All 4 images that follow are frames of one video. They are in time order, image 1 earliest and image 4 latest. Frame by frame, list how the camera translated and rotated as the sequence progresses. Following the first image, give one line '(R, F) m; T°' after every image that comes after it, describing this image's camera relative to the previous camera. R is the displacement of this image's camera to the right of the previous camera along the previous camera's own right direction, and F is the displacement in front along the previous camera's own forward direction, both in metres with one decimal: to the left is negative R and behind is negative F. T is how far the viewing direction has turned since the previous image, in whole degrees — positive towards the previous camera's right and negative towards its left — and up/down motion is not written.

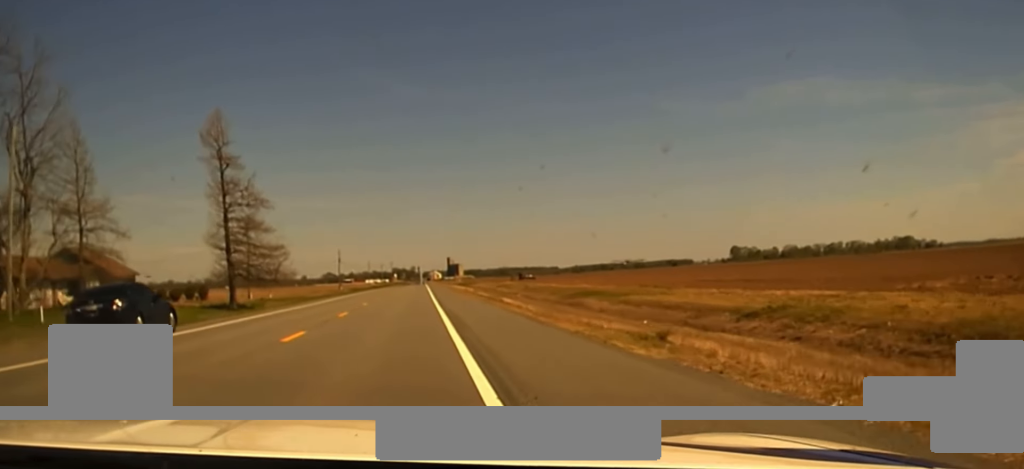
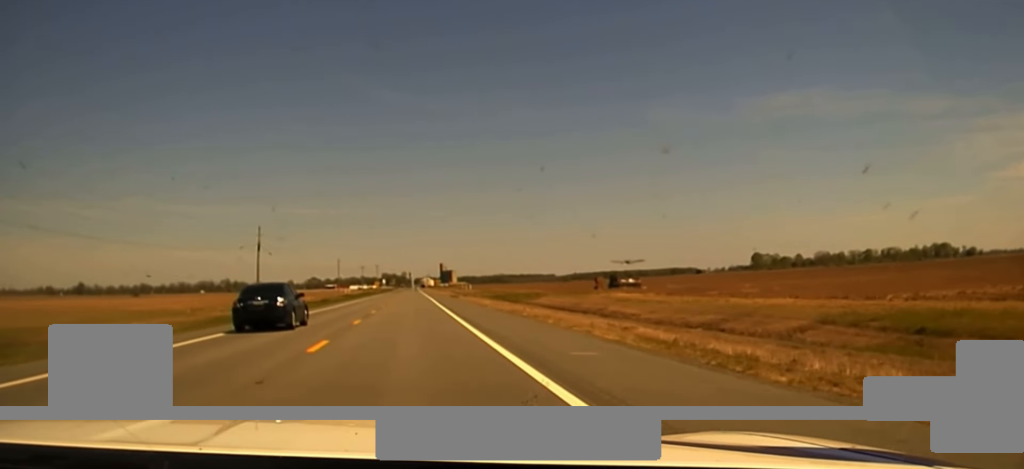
(-0.4, +103.0) m; 0°
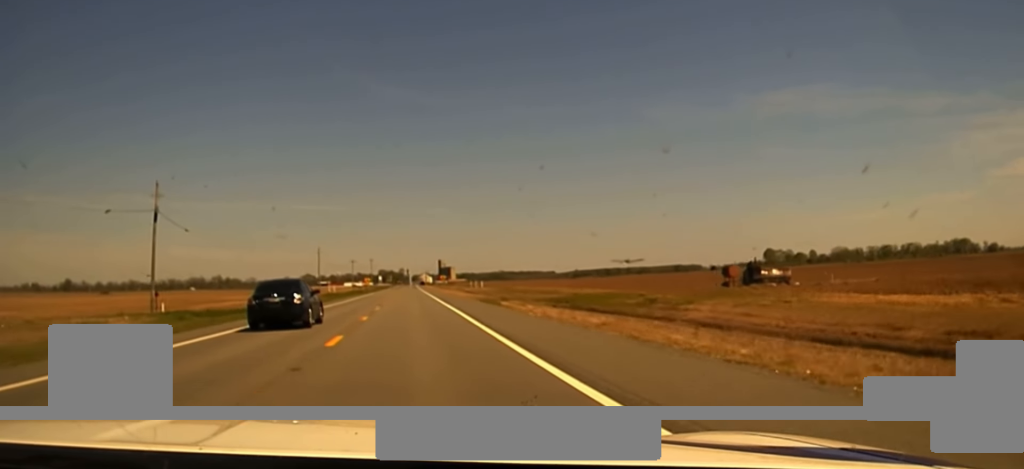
(-0.1, +46.1) m; 0°
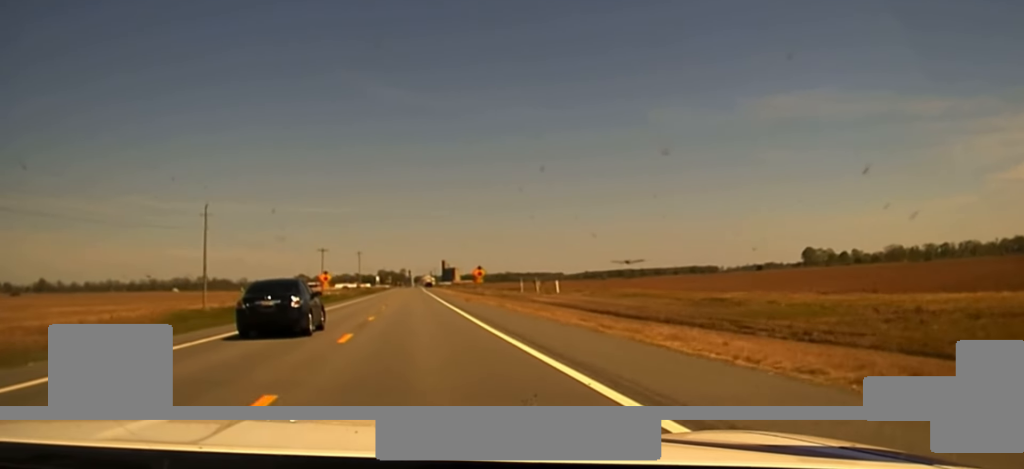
(+0.7, +106.7) m; 0°
